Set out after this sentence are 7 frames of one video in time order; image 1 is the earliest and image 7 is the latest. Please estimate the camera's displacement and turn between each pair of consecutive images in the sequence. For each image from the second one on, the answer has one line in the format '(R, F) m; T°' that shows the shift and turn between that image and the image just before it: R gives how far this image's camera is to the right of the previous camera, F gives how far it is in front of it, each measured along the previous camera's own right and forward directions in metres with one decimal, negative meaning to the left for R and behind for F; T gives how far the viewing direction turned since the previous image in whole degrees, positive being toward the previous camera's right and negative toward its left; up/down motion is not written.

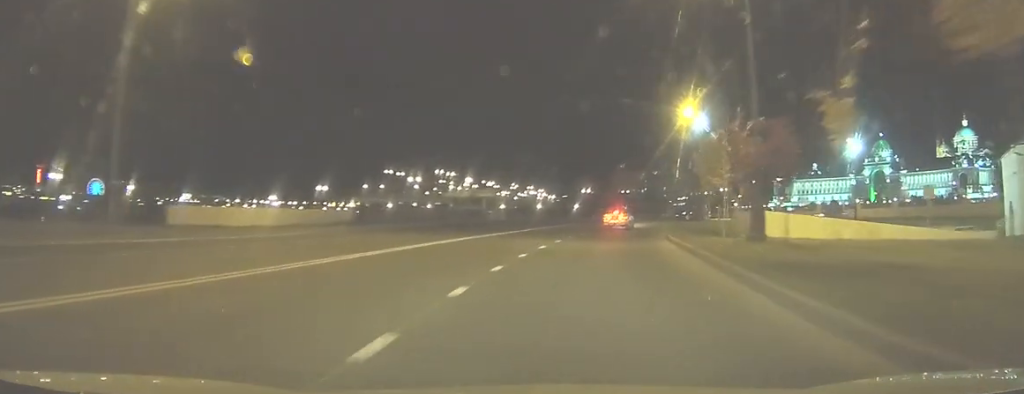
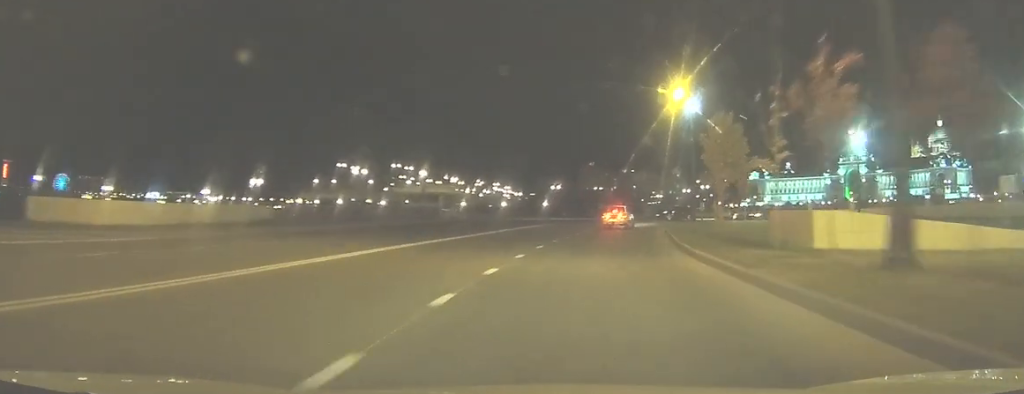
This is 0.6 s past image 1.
(+0.1, +8.7) m; +2°
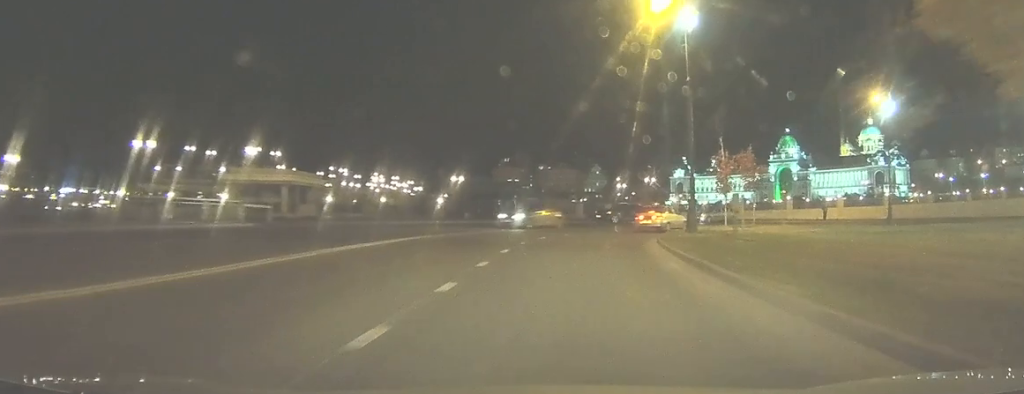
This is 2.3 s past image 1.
(+1.0, +24.1) m; +4°
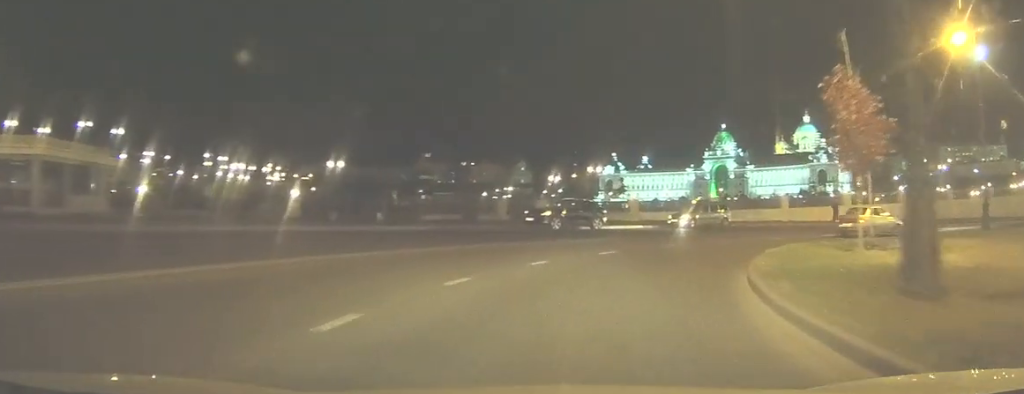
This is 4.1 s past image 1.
(+1.5, +24.5) m; +11°
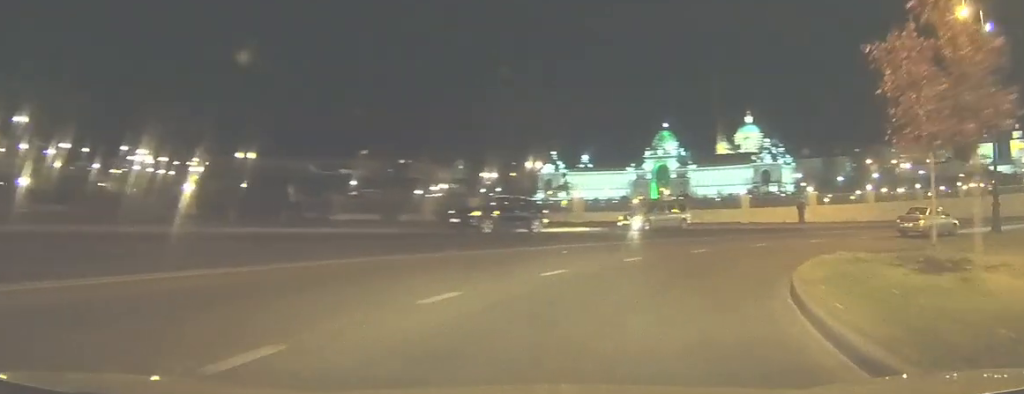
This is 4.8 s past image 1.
(+0.4, +7.1) m; +6°
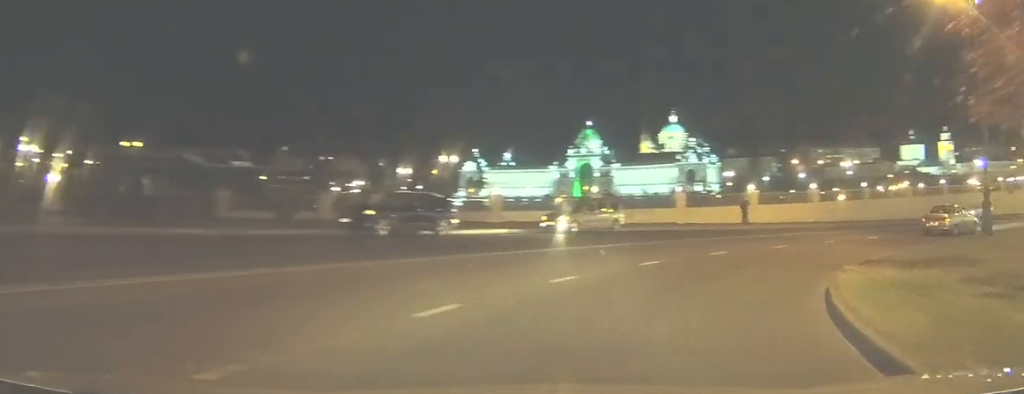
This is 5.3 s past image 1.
(+0.3, +5.5) m; +6°
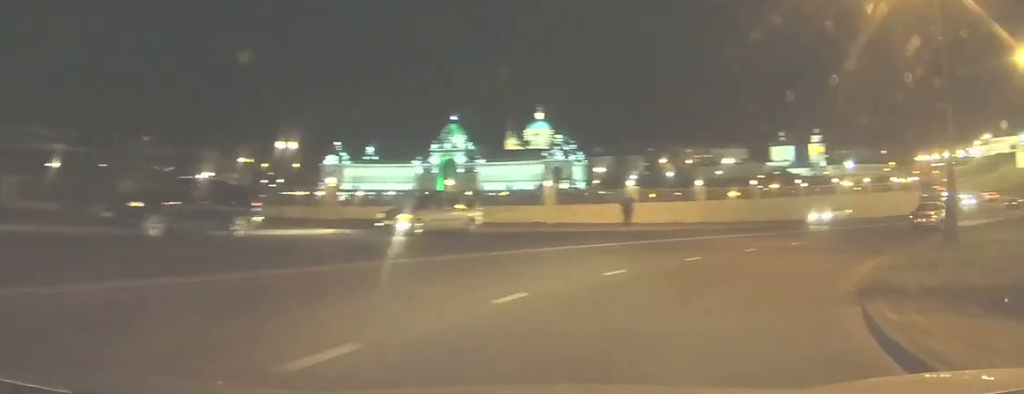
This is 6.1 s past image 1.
(+0.4, +6.8) m; +7°
